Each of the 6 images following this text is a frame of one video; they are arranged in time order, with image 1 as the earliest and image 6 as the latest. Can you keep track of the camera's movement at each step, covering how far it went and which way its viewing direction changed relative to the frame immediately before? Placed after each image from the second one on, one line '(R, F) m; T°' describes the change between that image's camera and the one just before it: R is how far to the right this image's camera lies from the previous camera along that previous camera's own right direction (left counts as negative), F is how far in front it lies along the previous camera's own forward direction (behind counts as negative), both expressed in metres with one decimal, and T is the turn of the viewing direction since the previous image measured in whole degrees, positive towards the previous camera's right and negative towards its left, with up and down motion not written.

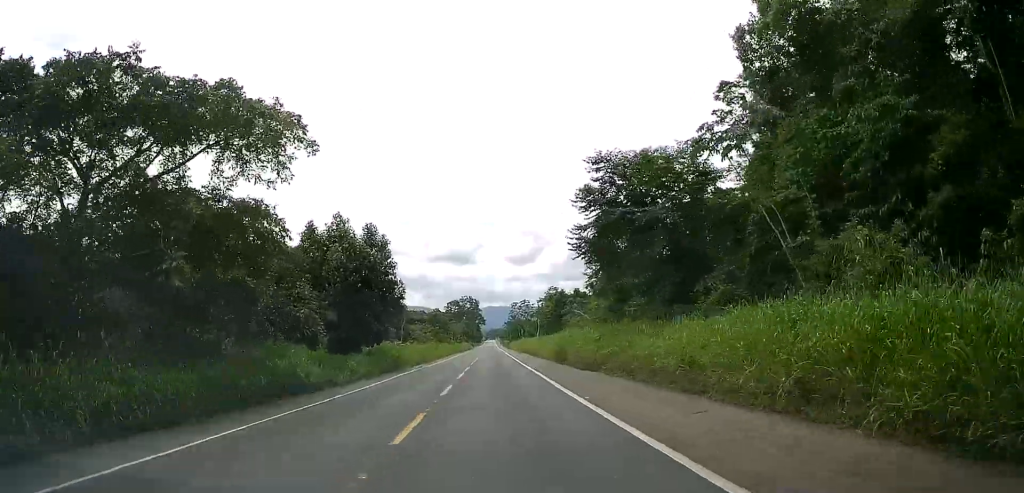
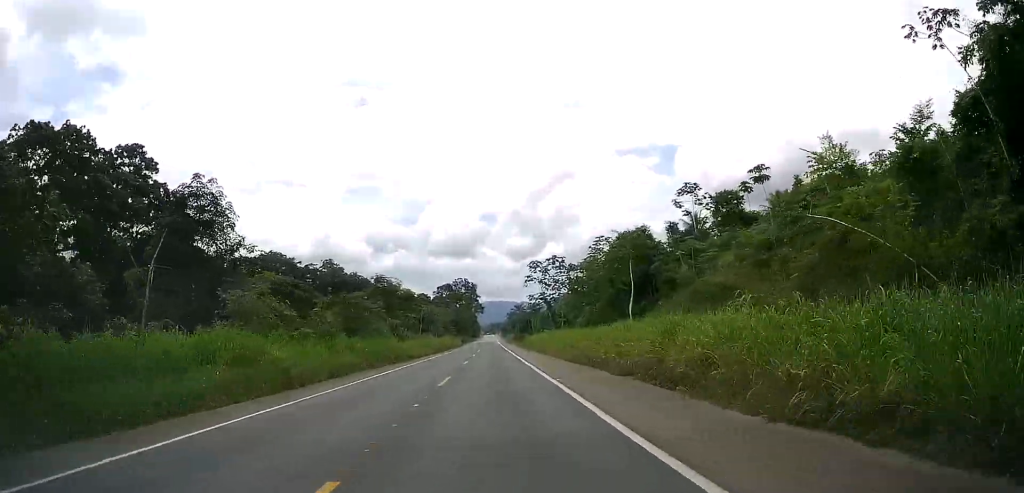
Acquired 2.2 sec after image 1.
(+0.7, +71.1) m; 0°
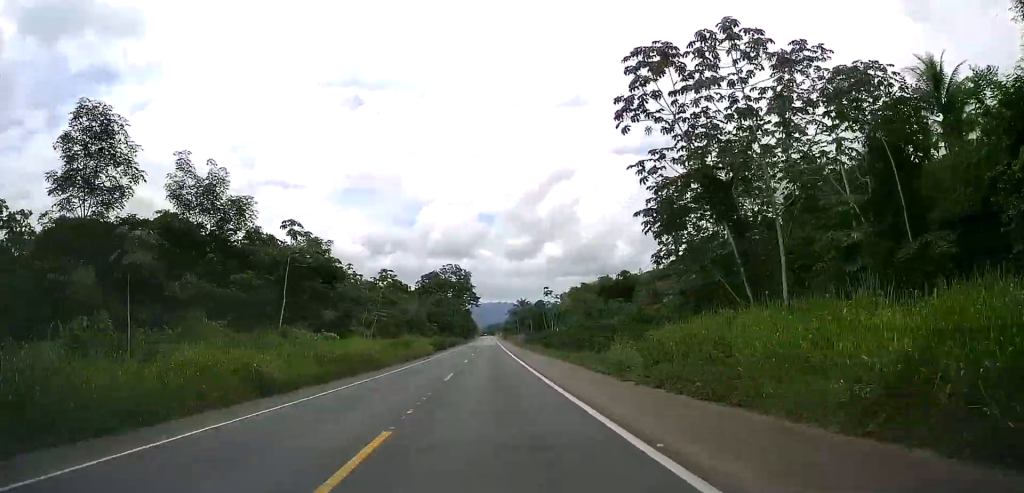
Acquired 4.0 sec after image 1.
(-0.4, +61.3) m; 0°
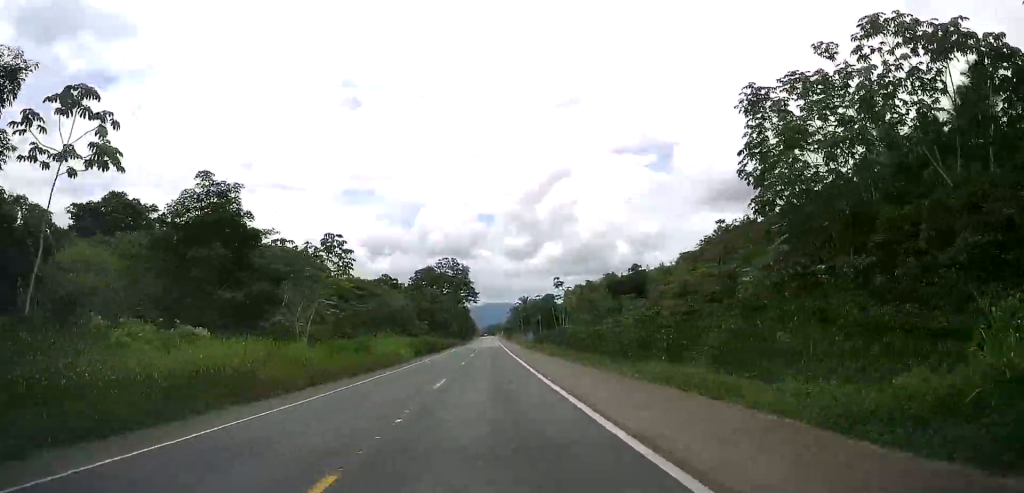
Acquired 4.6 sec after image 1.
(-0.1, +19.3) m; 0°
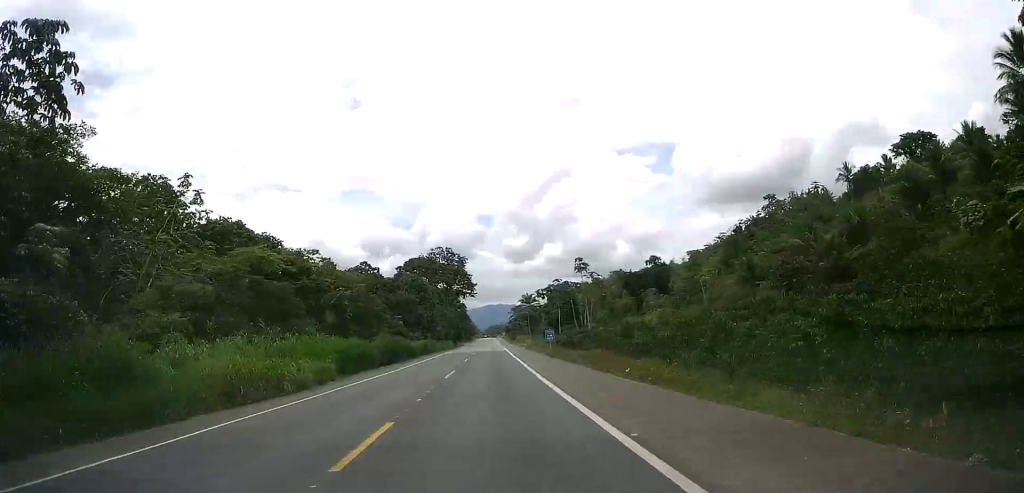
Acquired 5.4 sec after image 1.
(+0.3, +27.1) m; 0°
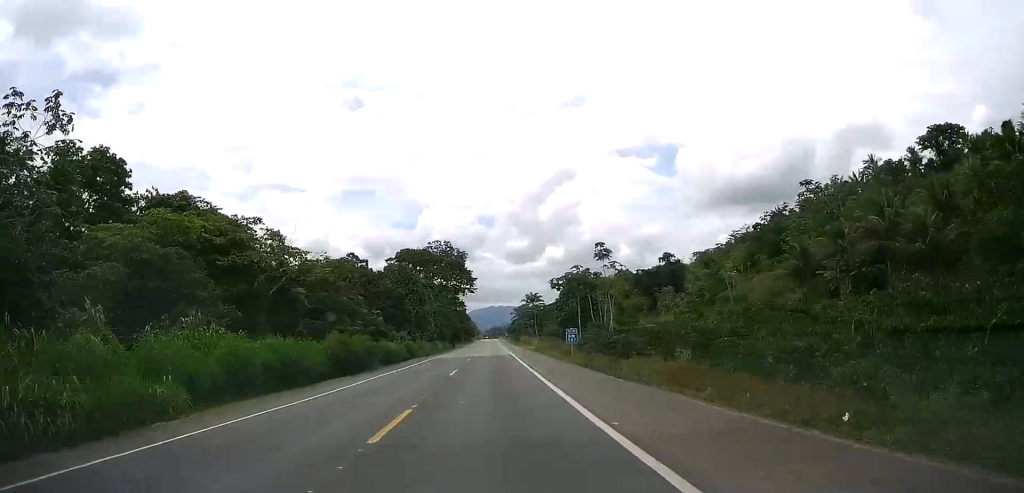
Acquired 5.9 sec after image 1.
(+0.2, +14.4) m; 0°
